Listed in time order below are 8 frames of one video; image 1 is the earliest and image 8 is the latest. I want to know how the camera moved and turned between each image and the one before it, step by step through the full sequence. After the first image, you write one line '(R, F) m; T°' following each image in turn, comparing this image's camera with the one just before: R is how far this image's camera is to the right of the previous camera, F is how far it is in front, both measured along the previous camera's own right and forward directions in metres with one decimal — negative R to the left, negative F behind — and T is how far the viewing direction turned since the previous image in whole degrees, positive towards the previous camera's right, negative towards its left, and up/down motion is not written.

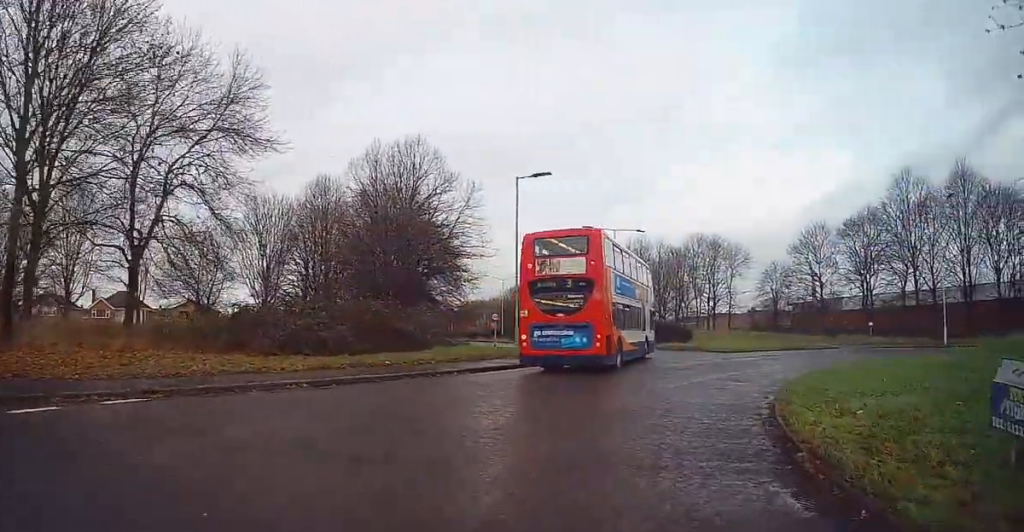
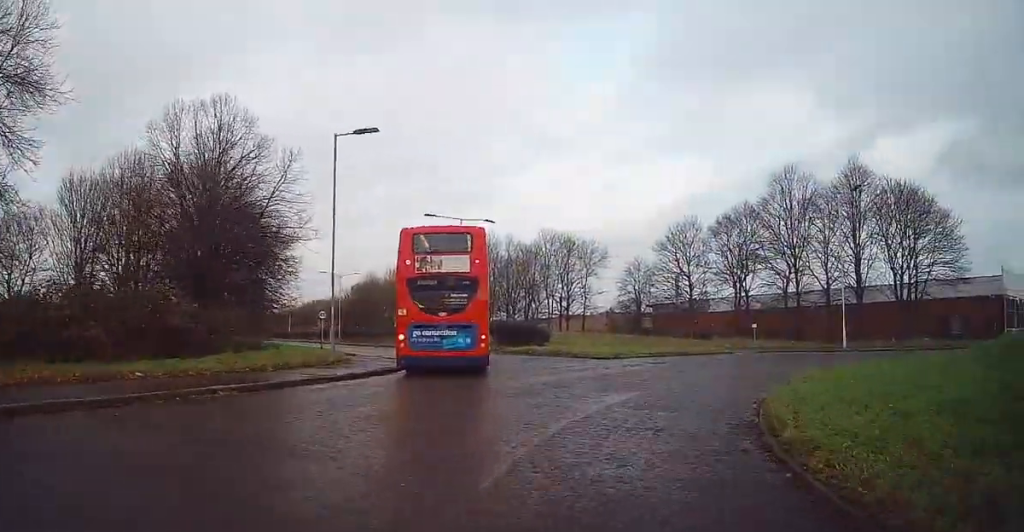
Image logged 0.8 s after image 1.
(+0.7, +5.7) m; +16°
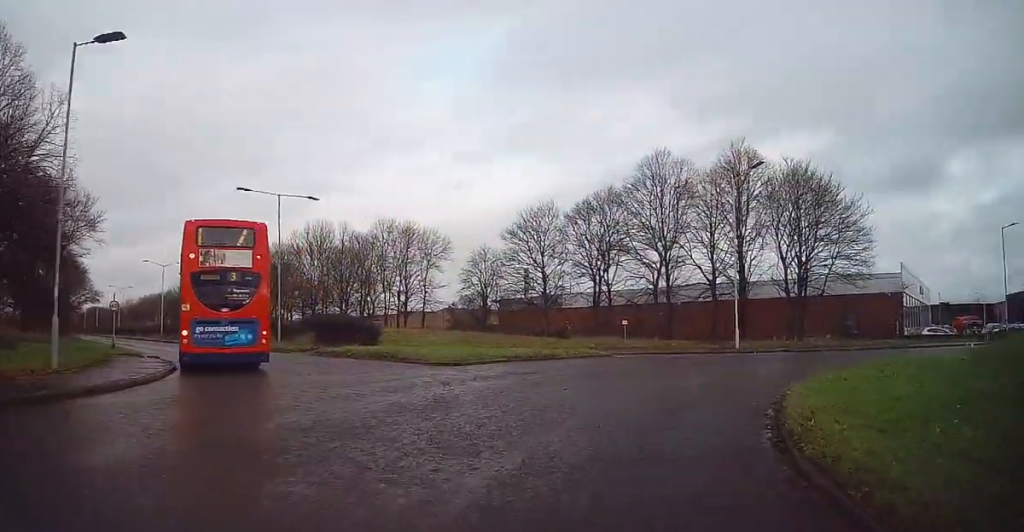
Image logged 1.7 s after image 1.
(+0.9, +6.1) m; +18°
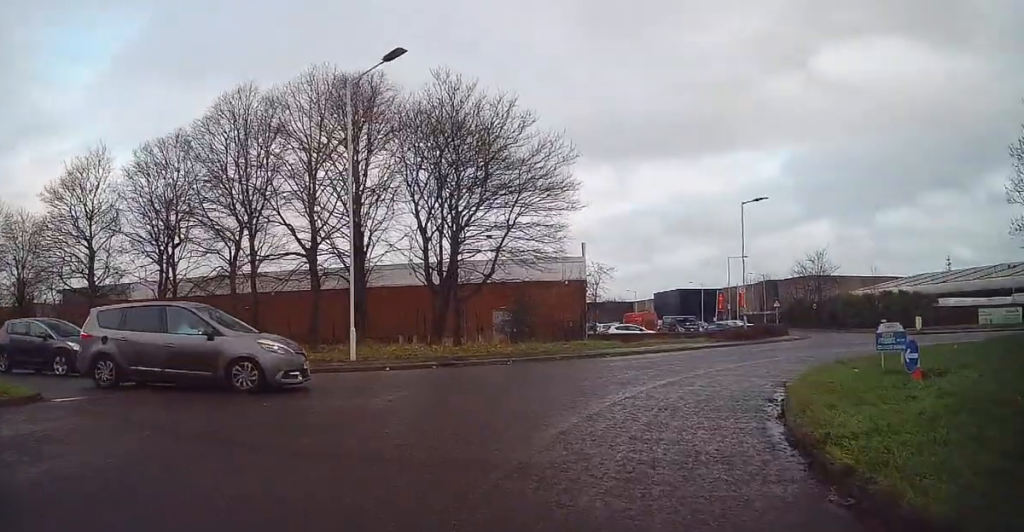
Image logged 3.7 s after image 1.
(+3.2, +11.5) m; +30°
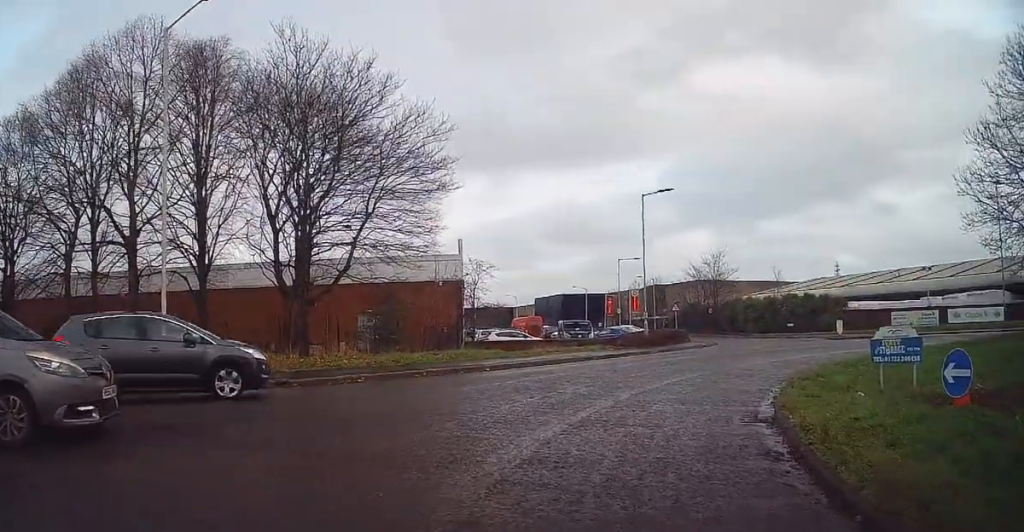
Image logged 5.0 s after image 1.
(+0.7, +4.0) m; +17°
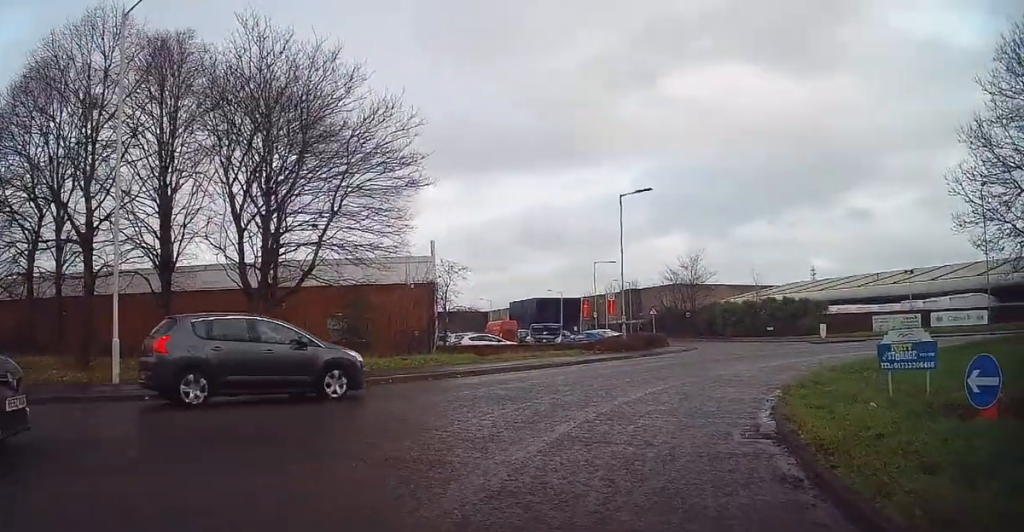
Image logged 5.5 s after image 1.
(+0.1, +1.1) m; +4°
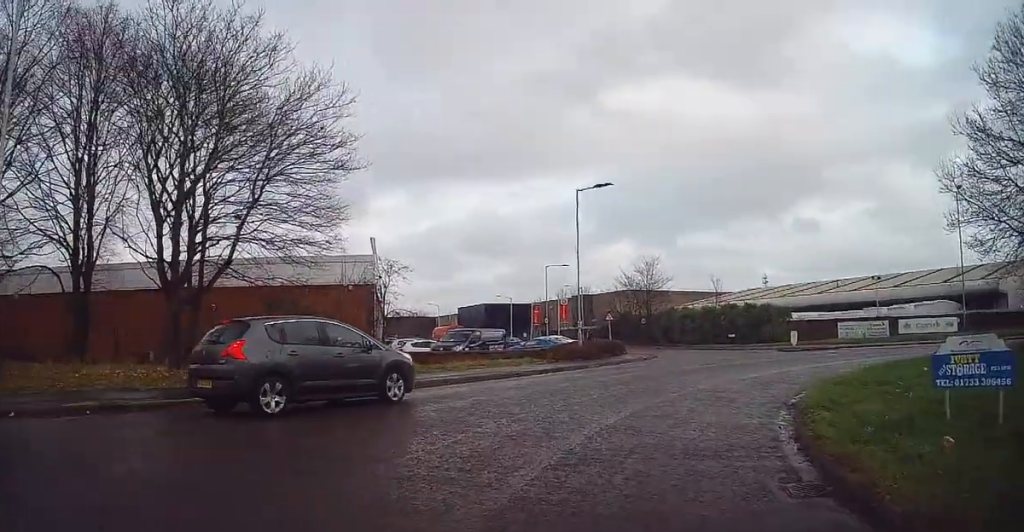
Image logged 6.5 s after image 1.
(0.0, +3.0) m; +1°
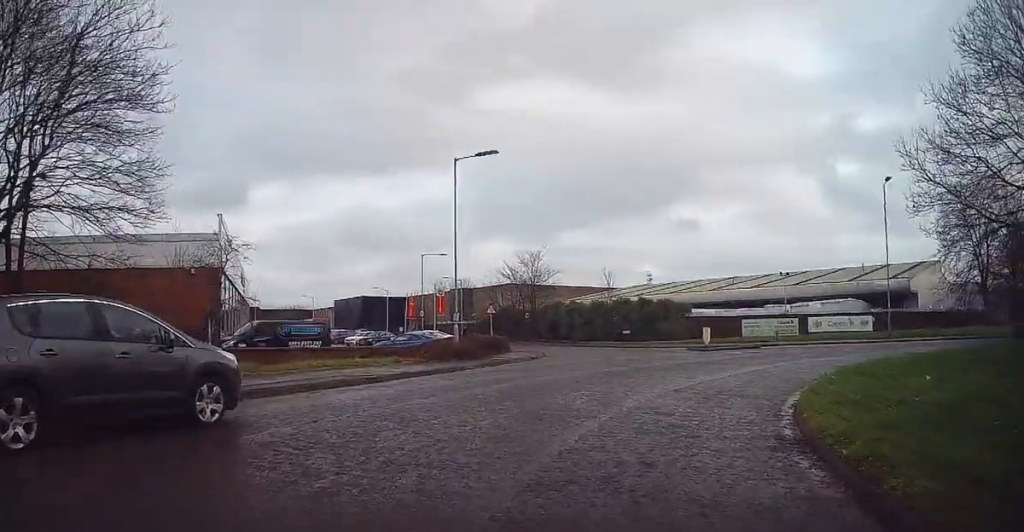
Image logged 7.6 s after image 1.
(+0.3, +4.3) m; +11°
